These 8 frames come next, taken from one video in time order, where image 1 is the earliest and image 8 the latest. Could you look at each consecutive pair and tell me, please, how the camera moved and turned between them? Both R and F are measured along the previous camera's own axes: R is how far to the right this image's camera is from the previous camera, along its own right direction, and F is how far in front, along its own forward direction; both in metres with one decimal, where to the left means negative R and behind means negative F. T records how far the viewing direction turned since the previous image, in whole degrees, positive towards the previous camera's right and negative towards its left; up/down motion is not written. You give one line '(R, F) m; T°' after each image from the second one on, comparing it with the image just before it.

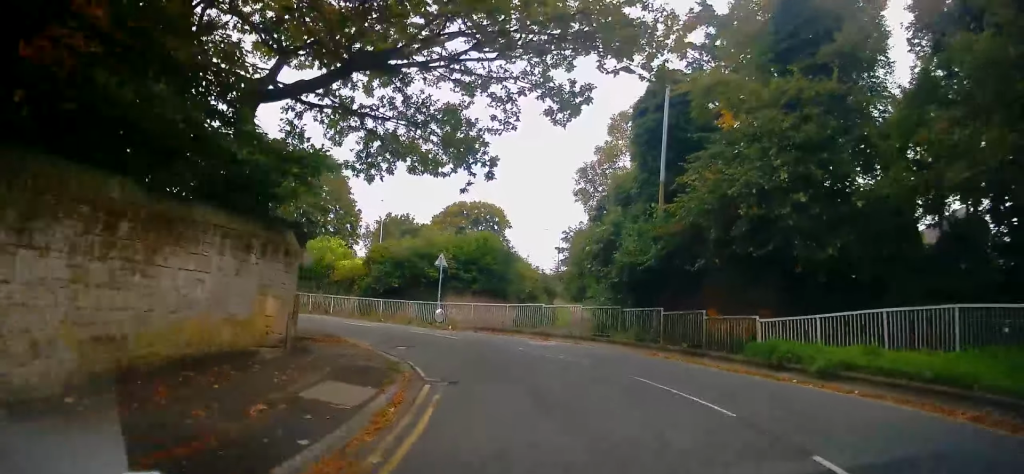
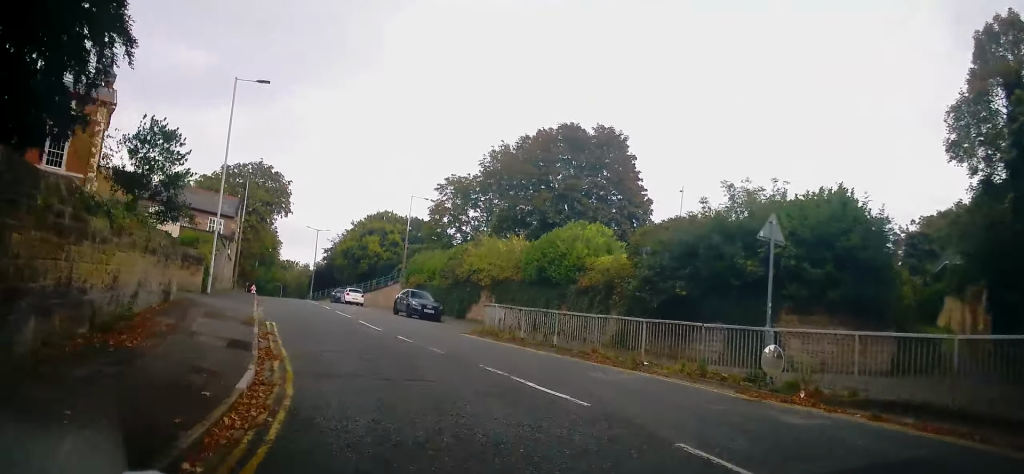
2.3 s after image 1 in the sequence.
(-2.2, +16.2) m; -24°
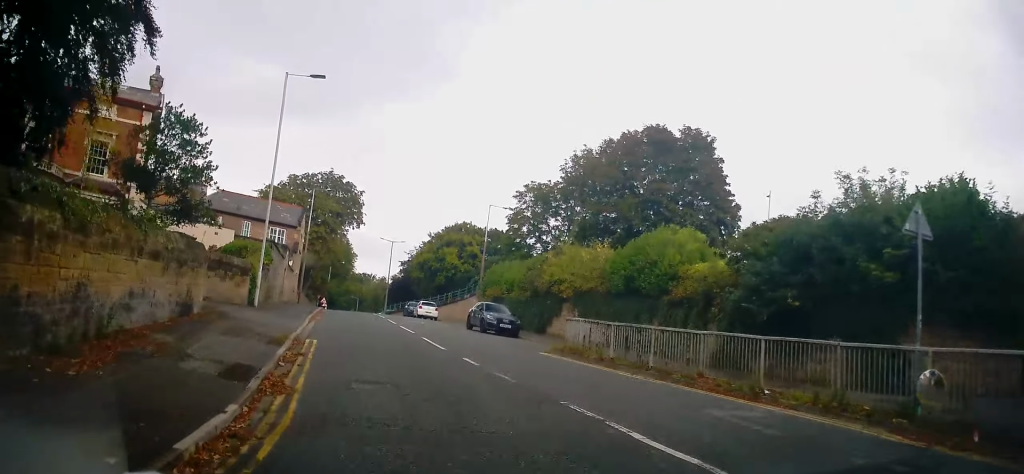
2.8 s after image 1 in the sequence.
(-0.2, +2.7) m; -7°
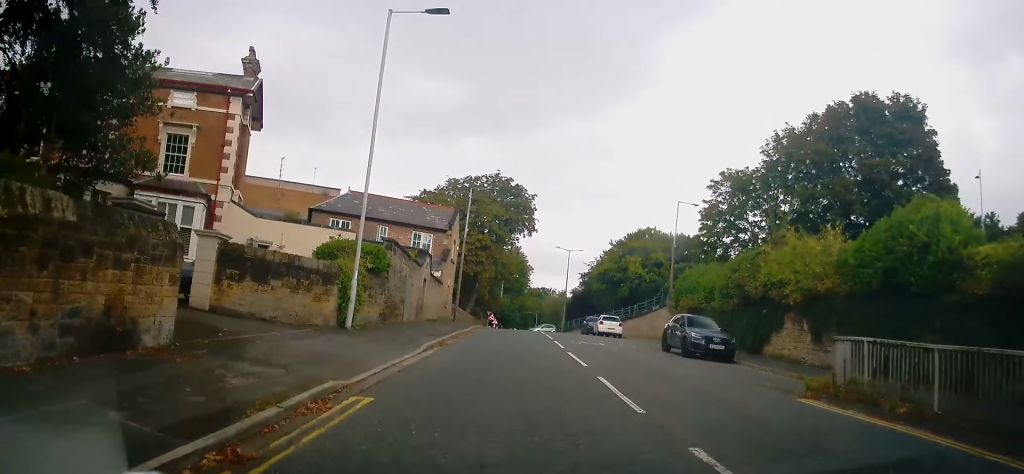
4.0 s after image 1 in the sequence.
(-1.5, +7.5) m; -20°
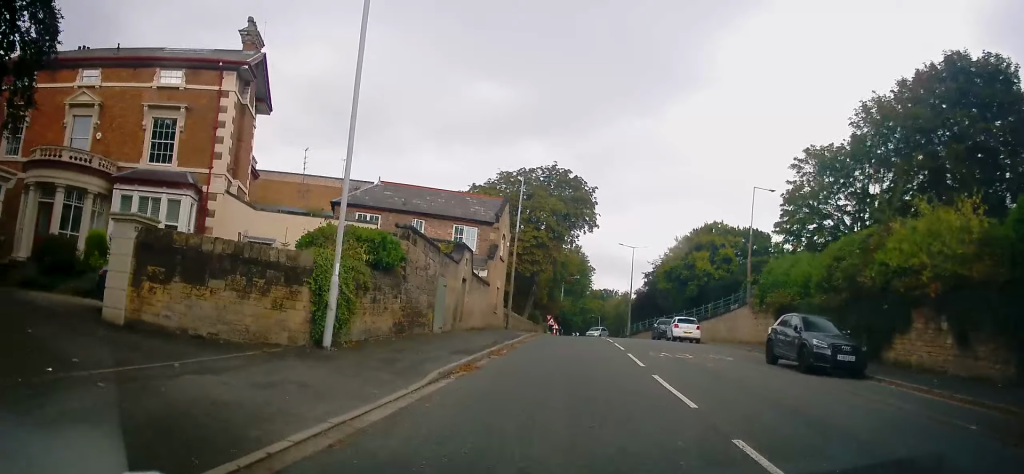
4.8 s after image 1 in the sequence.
(-0.6, +5.4) m; -8°
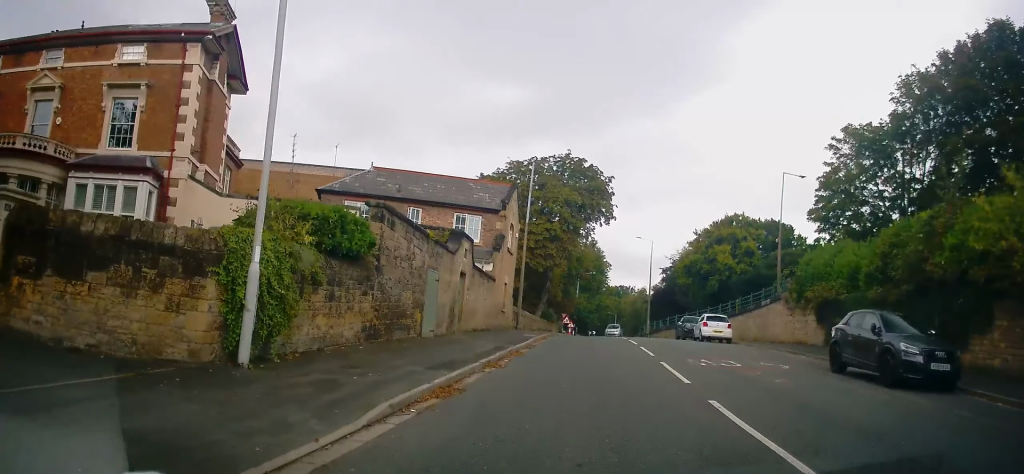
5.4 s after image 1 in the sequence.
(-0.1, +3.7) m; -3°
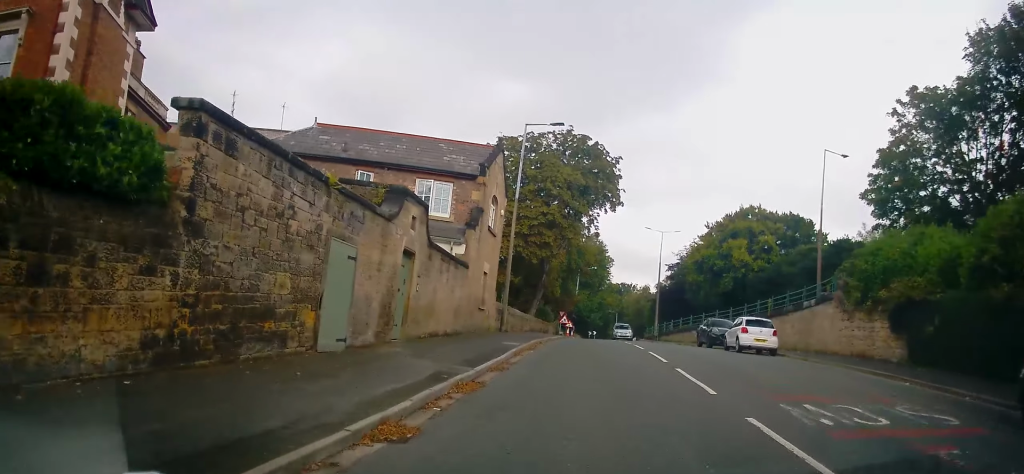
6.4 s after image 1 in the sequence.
(-0.4, +7.2) m; -1°
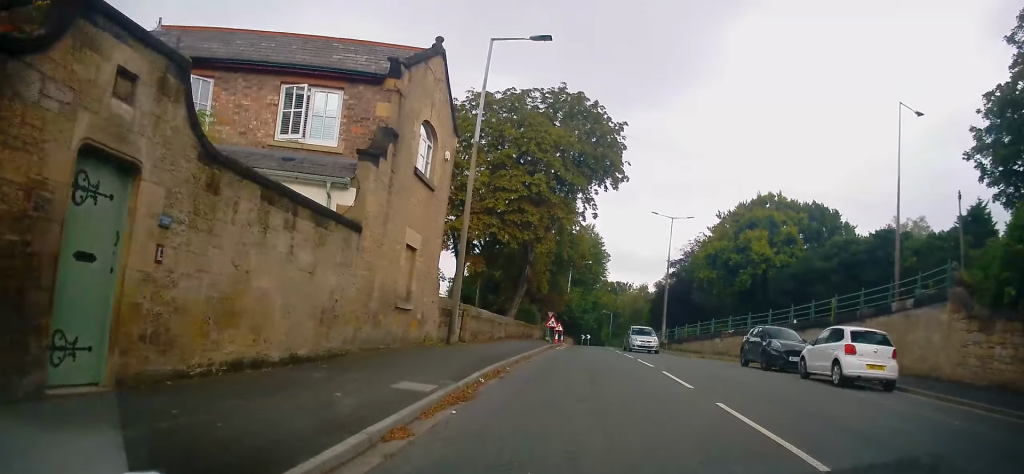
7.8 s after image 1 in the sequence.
(+0.4, +10.2) m; +3°
